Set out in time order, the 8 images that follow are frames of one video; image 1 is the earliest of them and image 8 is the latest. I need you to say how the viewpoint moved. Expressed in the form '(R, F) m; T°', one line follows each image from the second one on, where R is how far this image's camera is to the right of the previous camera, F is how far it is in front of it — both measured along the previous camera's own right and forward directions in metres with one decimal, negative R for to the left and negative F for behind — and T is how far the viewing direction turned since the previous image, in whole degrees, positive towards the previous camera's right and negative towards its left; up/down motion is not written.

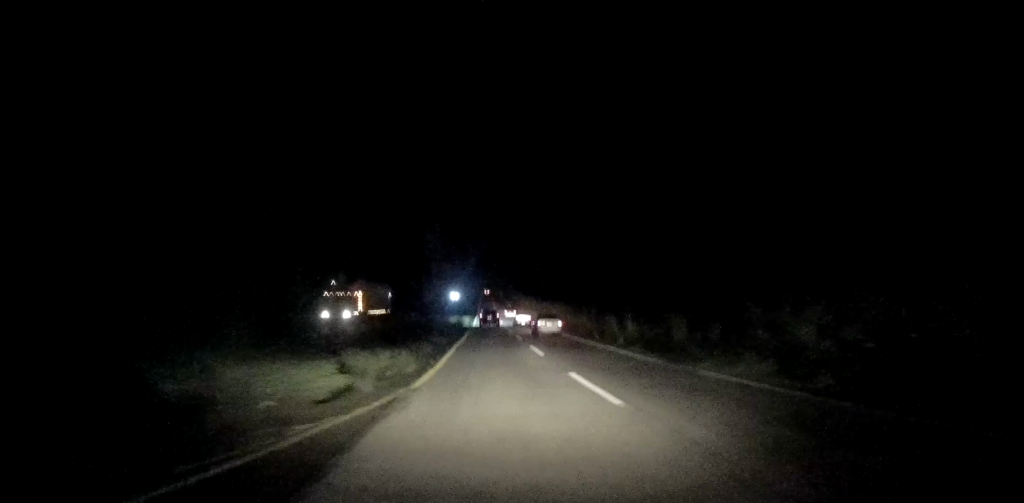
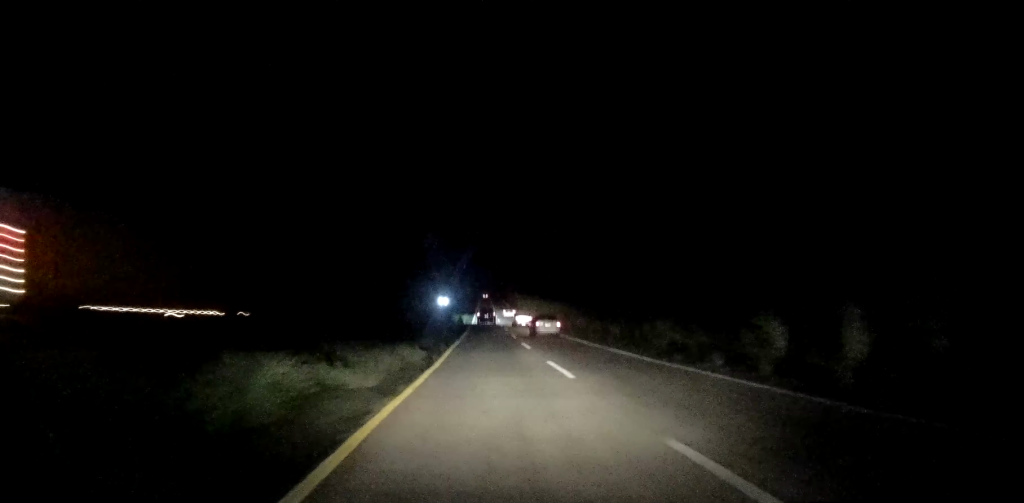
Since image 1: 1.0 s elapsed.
(0.0, +19.9) m; 0°
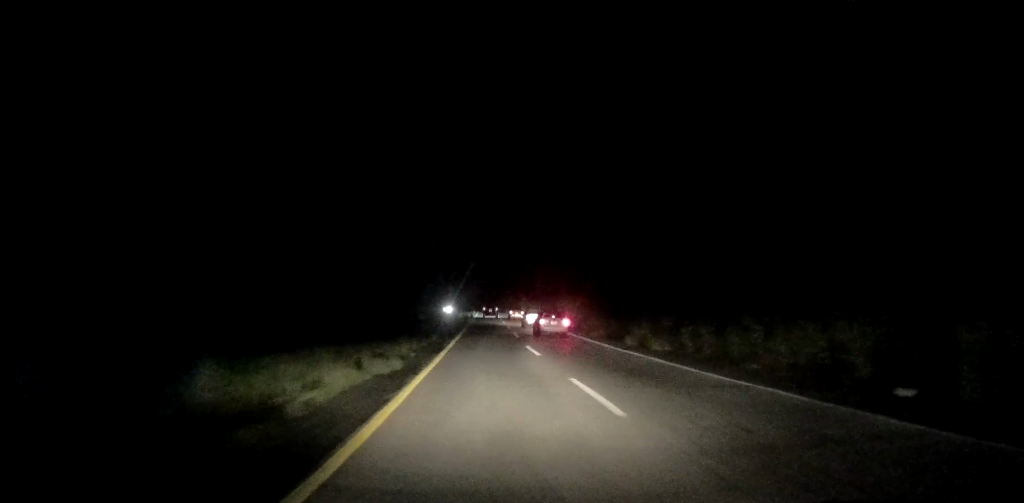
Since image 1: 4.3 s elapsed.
(-0.2, +64.2) m; 0°
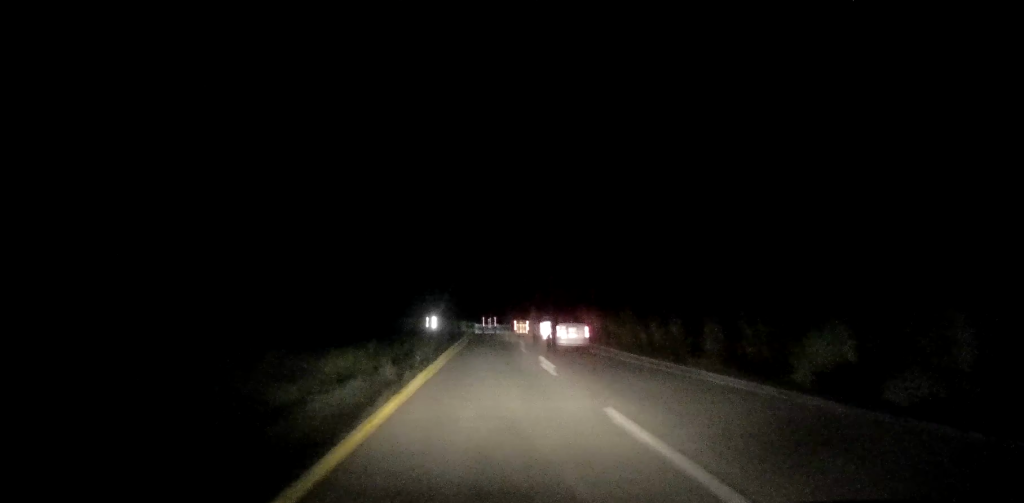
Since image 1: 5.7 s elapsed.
(+0.1, +27.6) m; 0°
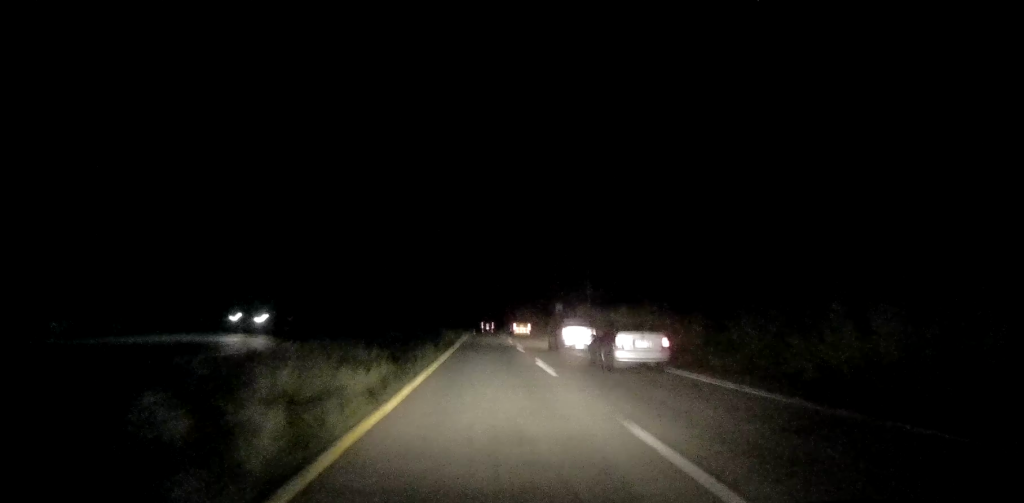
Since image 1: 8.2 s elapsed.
(+0.4, +47.4) m; +1°
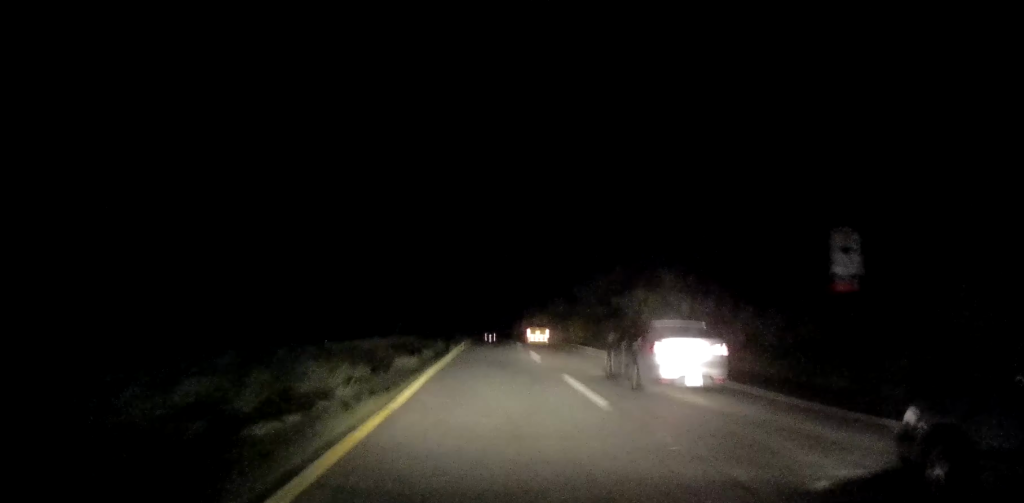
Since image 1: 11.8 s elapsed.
(+0.1, +65.4) m; 0°
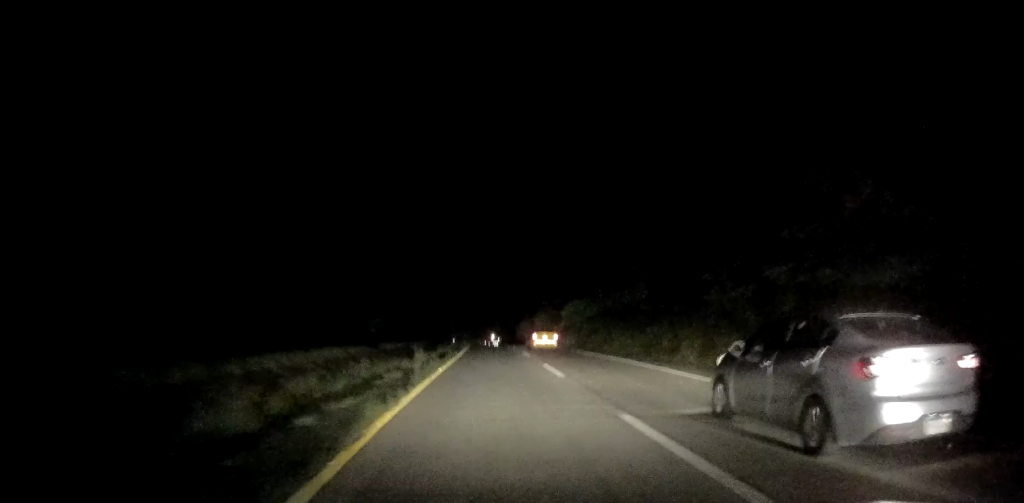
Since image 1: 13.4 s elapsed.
(+0.3, +29.8) m; 0°
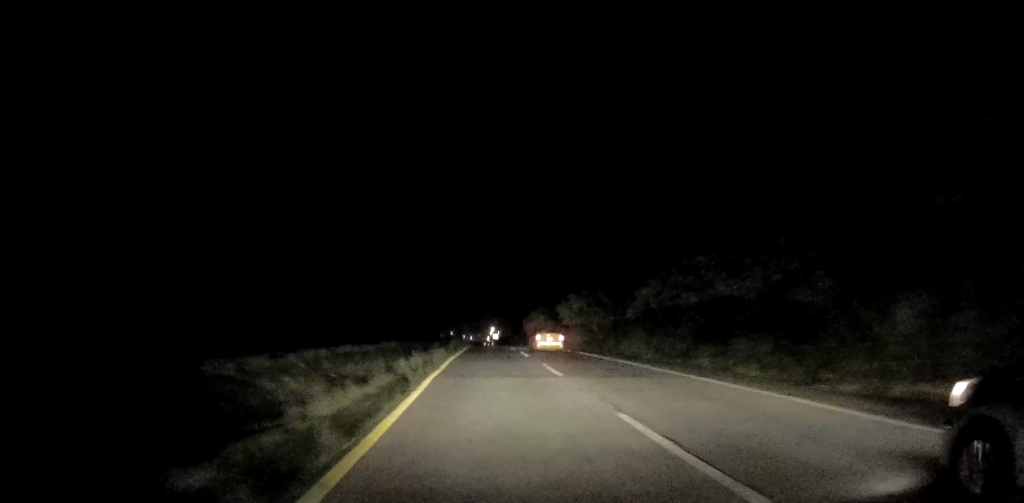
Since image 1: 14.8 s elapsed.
(-0.3, +23.9) m; -1°
